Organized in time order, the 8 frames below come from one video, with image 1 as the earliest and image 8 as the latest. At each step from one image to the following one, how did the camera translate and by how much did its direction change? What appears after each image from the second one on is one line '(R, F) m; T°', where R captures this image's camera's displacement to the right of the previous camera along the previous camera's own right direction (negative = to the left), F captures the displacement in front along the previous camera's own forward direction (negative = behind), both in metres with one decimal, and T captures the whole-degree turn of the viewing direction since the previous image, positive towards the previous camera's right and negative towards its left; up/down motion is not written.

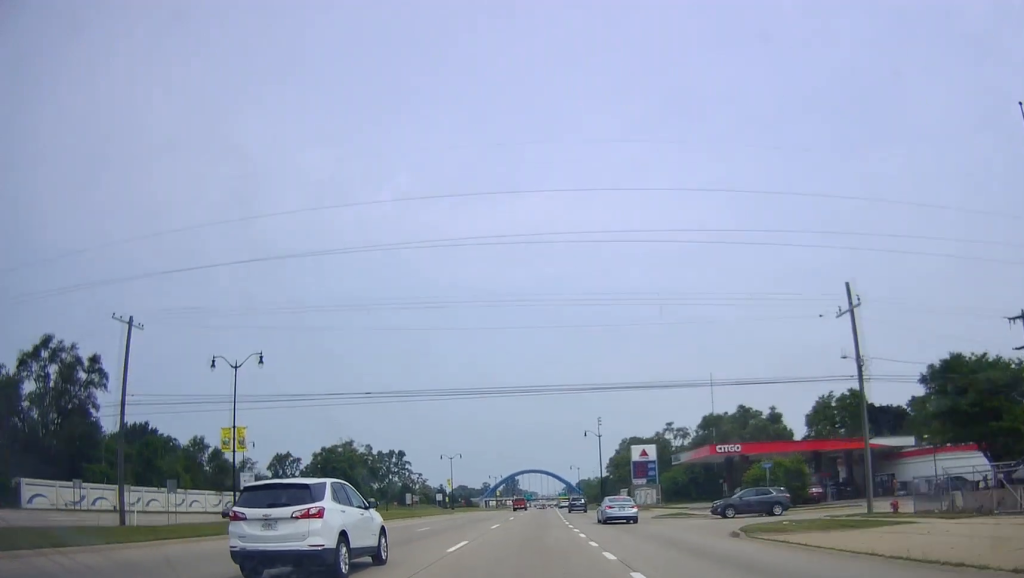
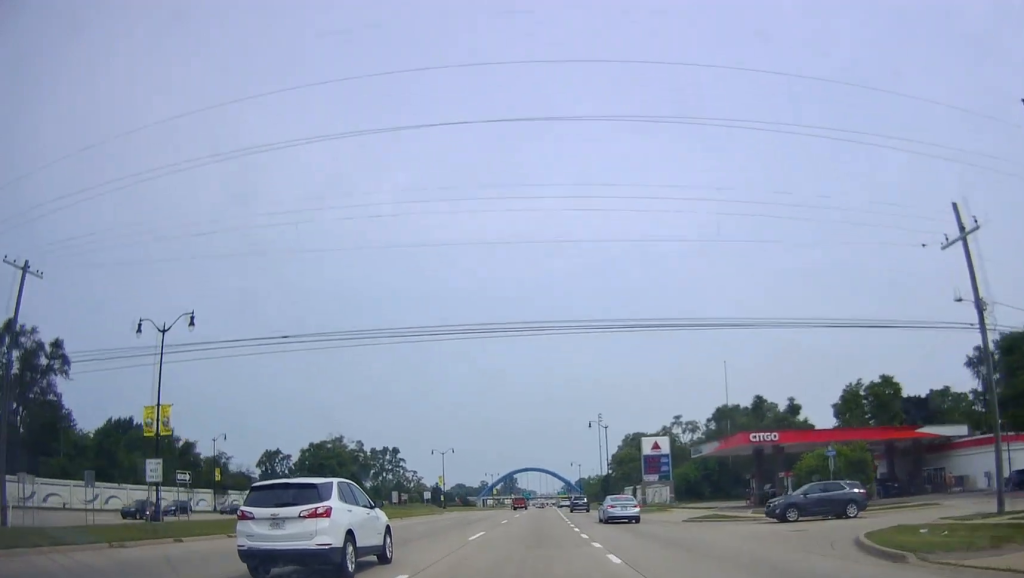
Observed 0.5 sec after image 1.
(-0.1, +9.4) m; 0°
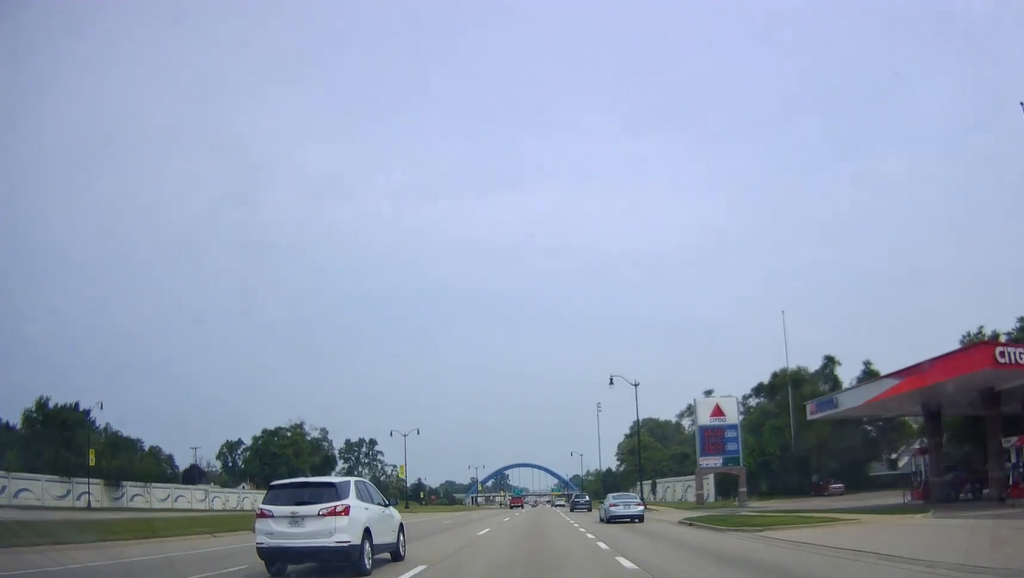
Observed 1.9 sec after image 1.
(-0.1, +29.0) m; -1°
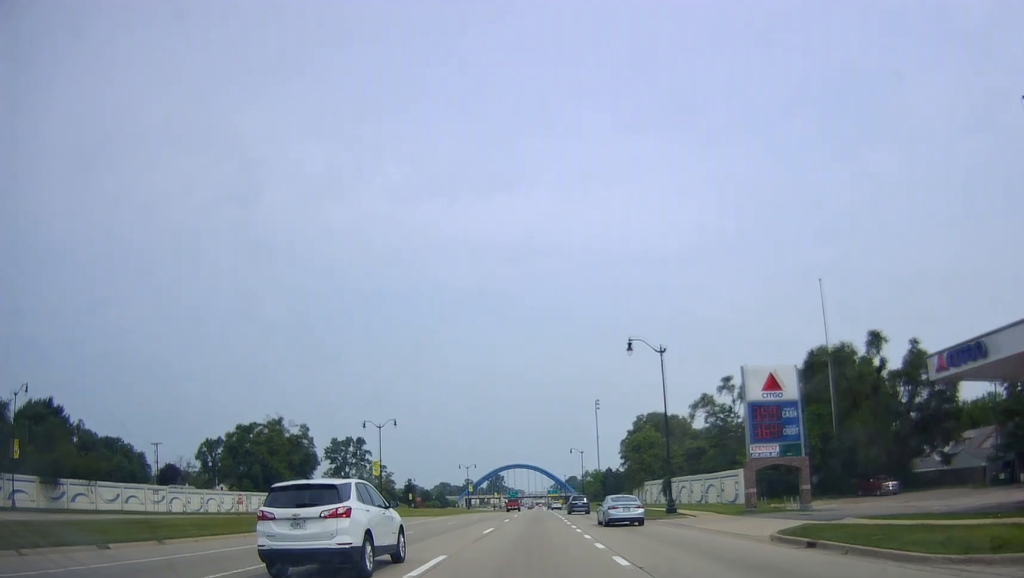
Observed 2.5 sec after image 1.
(-0.4, +12.7) m; 0°
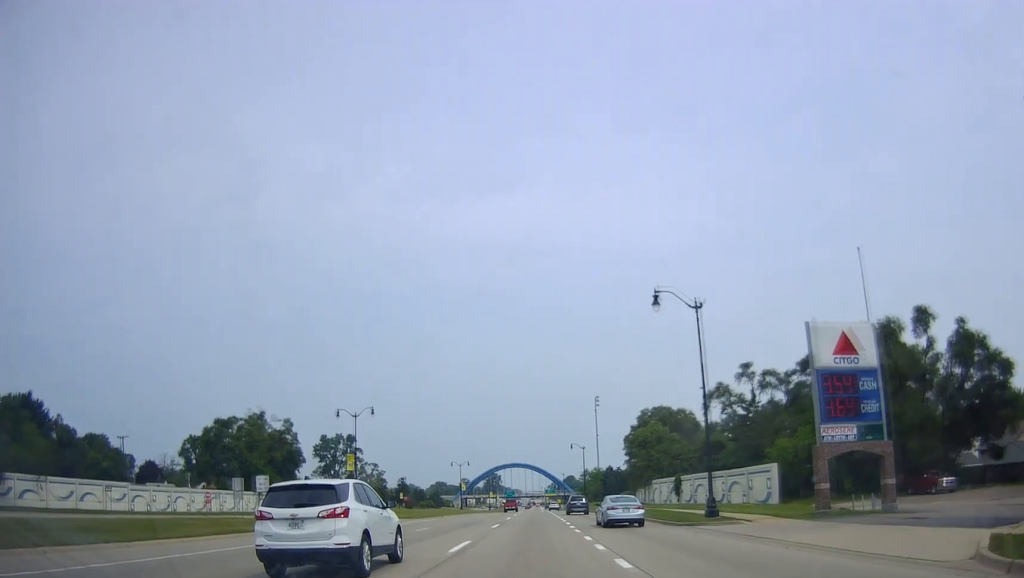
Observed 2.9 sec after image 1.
(+0.4, +9.8) m; +1°
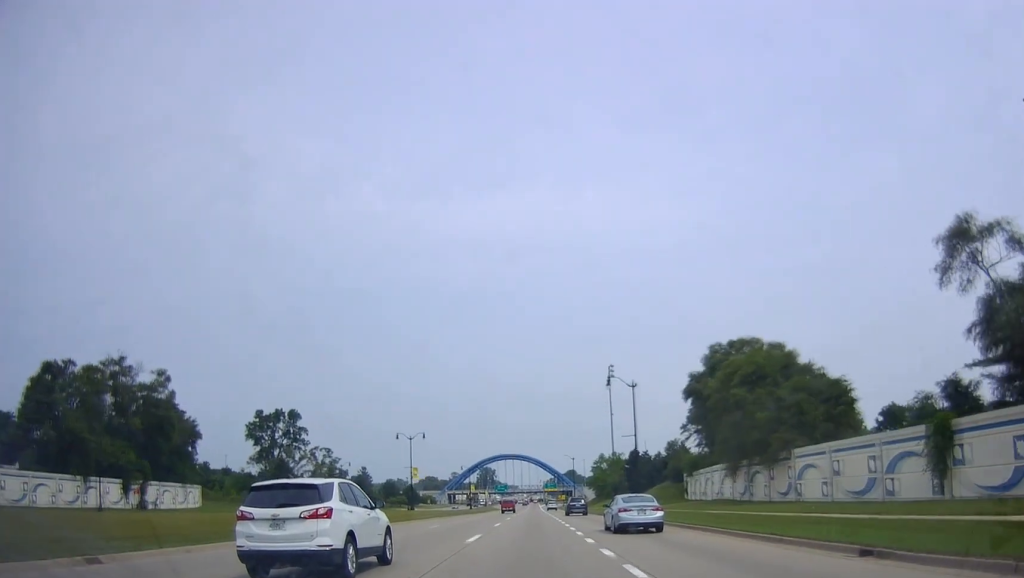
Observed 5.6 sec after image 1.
(+1.1, +56.5) m; +1°
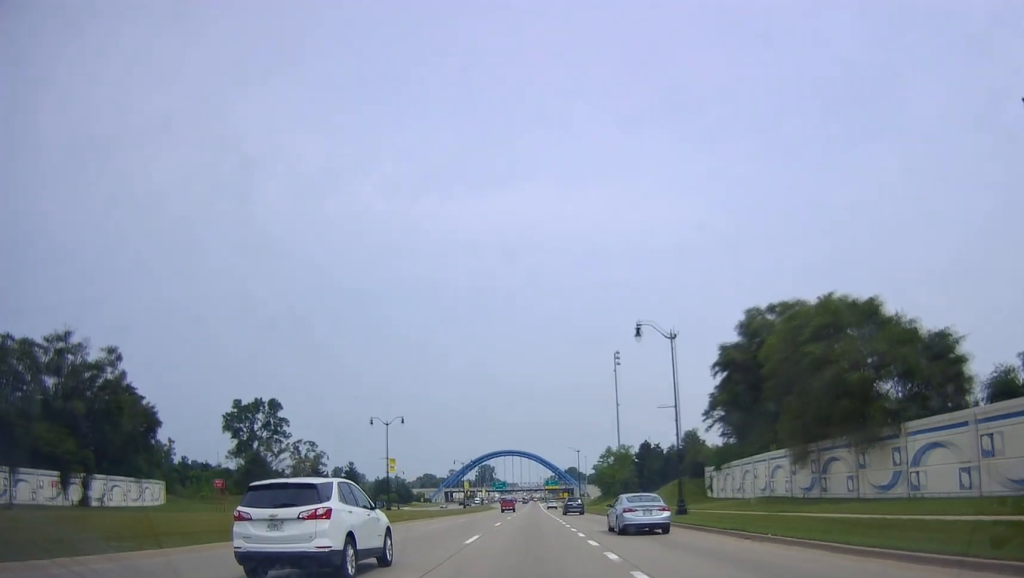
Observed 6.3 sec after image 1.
(0.0, +14.7) m; 0°
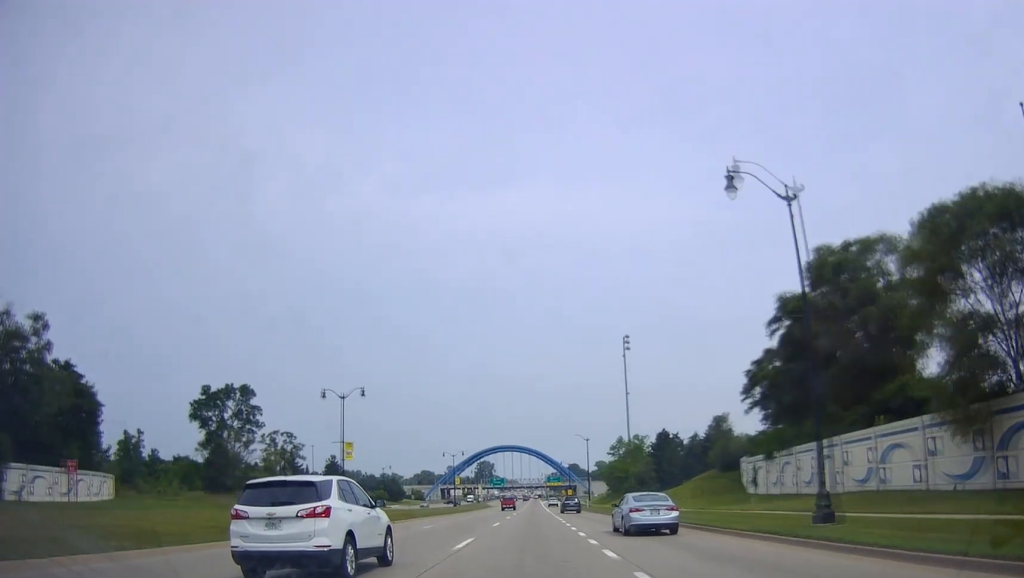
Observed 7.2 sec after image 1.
(0.0, +18.5) m; -1°
